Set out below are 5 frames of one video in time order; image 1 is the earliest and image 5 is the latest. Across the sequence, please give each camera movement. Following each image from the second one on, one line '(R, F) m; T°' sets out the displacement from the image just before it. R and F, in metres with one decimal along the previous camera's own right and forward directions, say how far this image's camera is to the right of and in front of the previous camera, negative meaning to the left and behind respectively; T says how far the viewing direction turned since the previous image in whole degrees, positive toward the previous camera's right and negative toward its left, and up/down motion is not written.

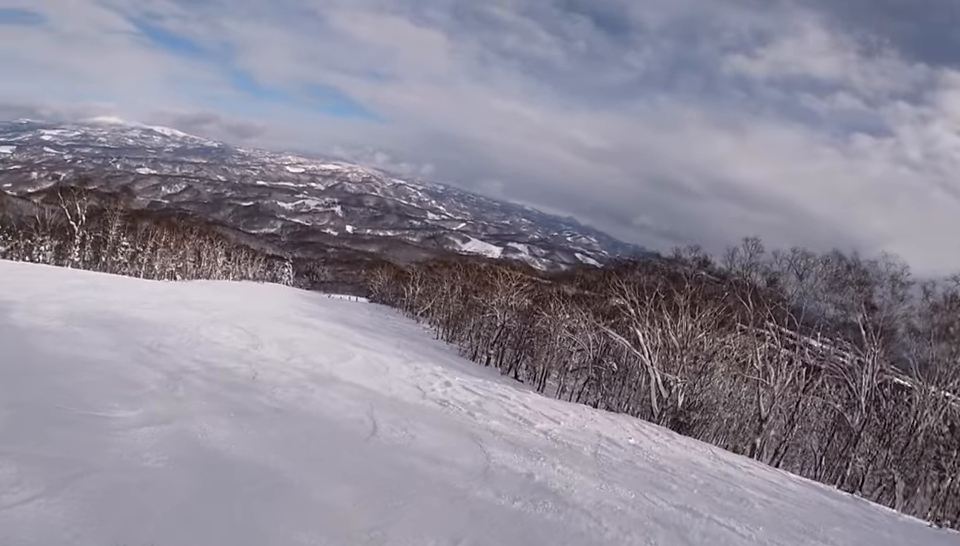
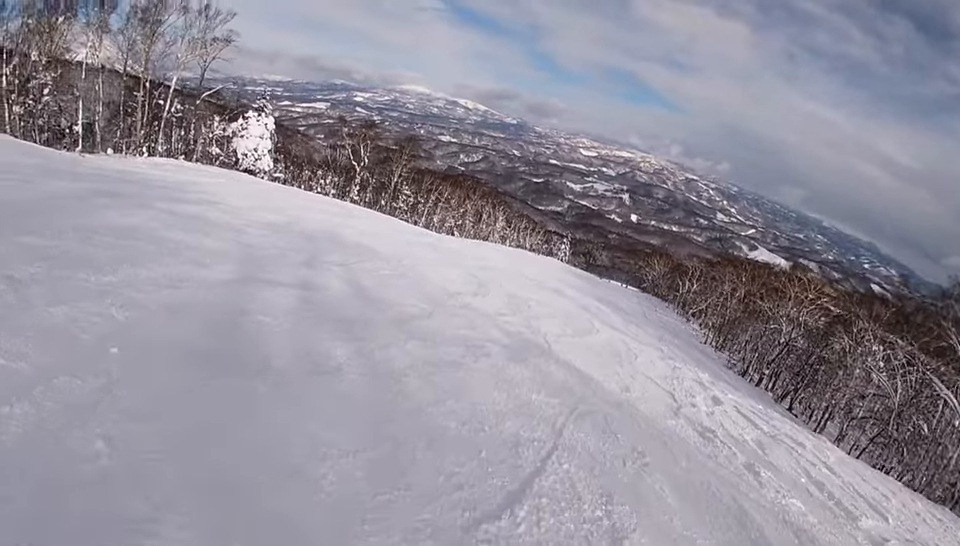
(-2.2, +6.2) m; -22°
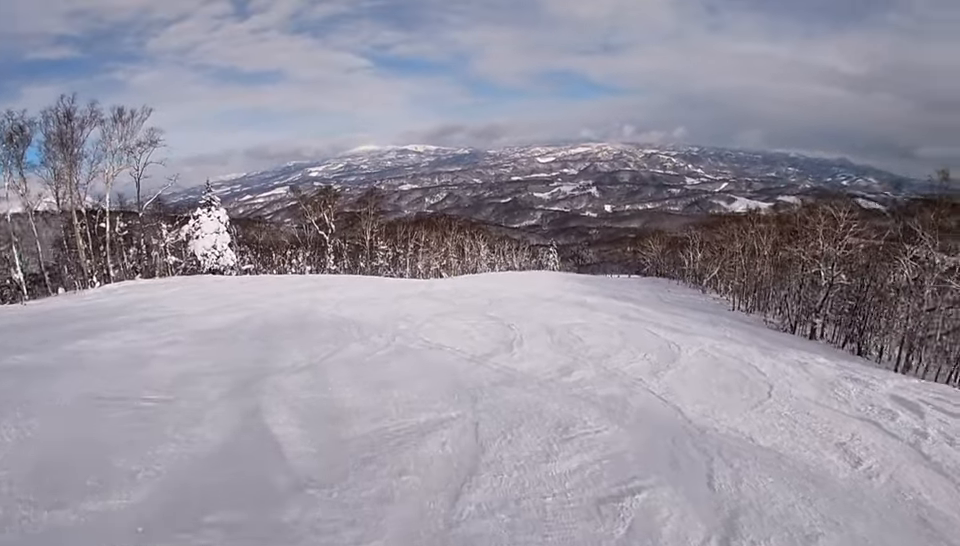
(-0.2, +6.4) m; +6°
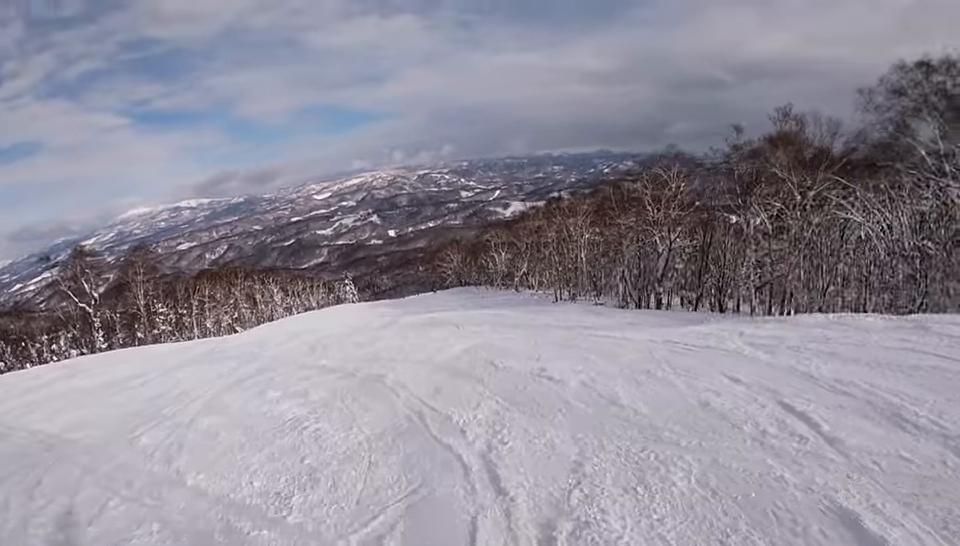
(+1.5, +8.9) m; +11°
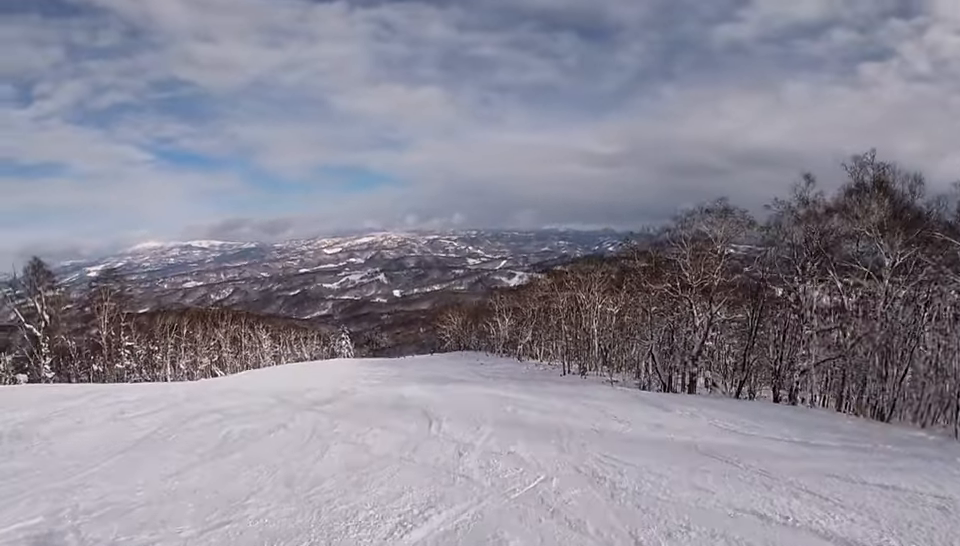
(-0.2, +8.6) m; -7°
